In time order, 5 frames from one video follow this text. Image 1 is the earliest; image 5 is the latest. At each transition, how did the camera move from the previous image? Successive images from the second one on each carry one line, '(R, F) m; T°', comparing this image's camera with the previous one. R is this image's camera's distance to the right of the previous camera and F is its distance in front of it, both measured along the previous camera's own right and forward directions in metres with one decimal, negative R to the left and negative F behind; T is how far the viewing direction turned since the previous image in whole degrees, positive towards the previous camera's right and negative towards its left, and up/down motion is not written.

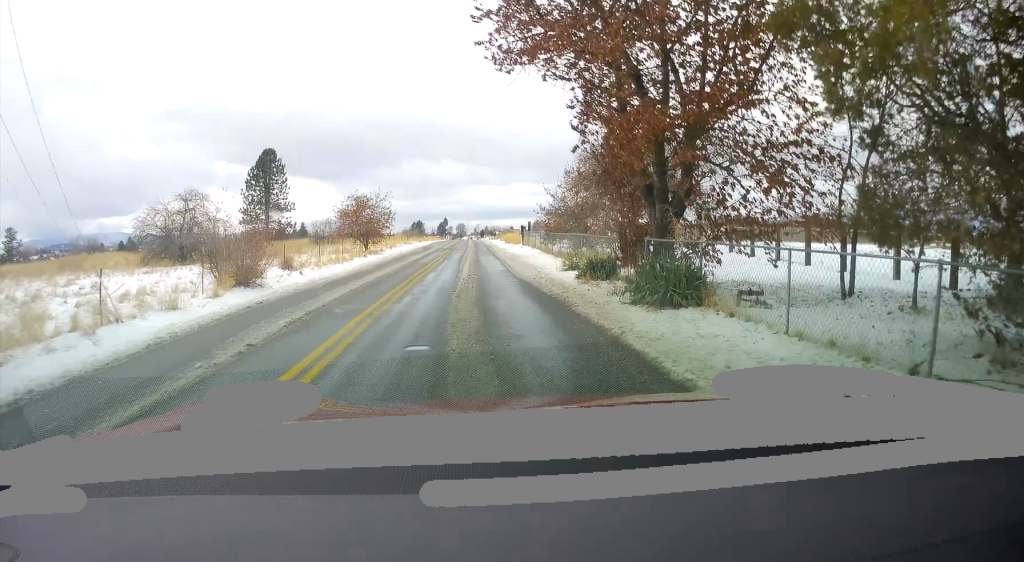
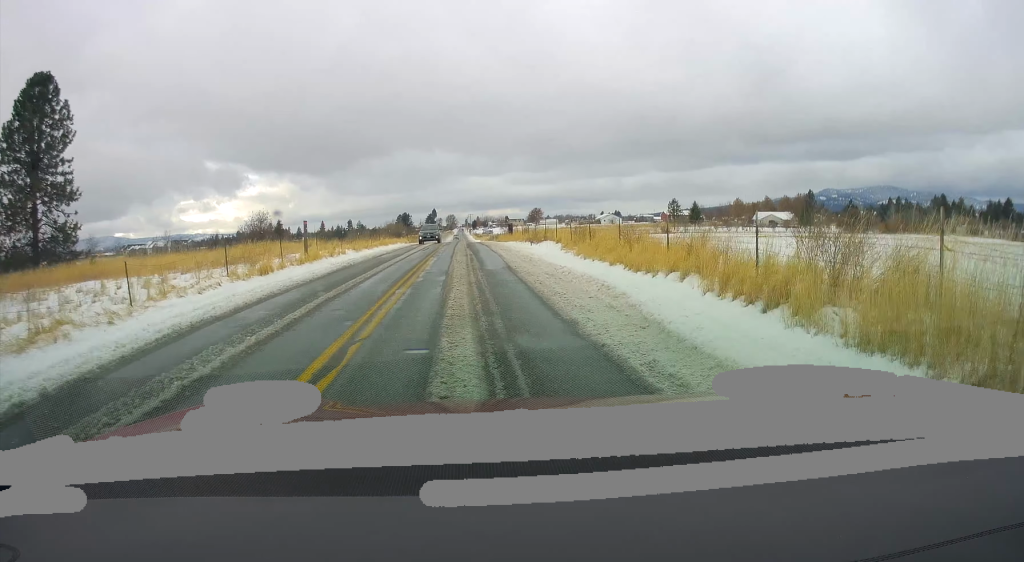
(-1.3, +60.2) m; -5°
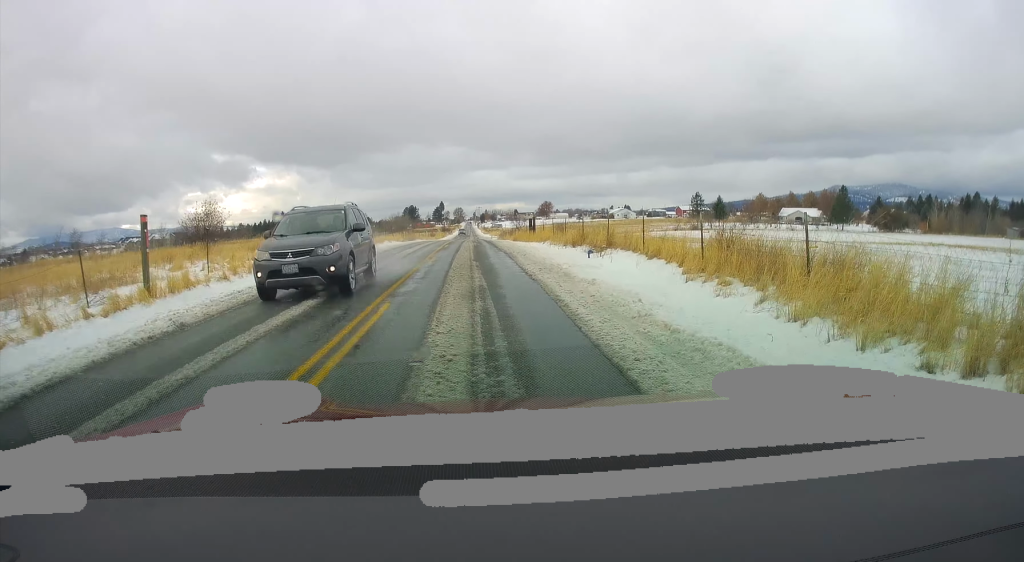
(-0.5, +19.1) m; 0°
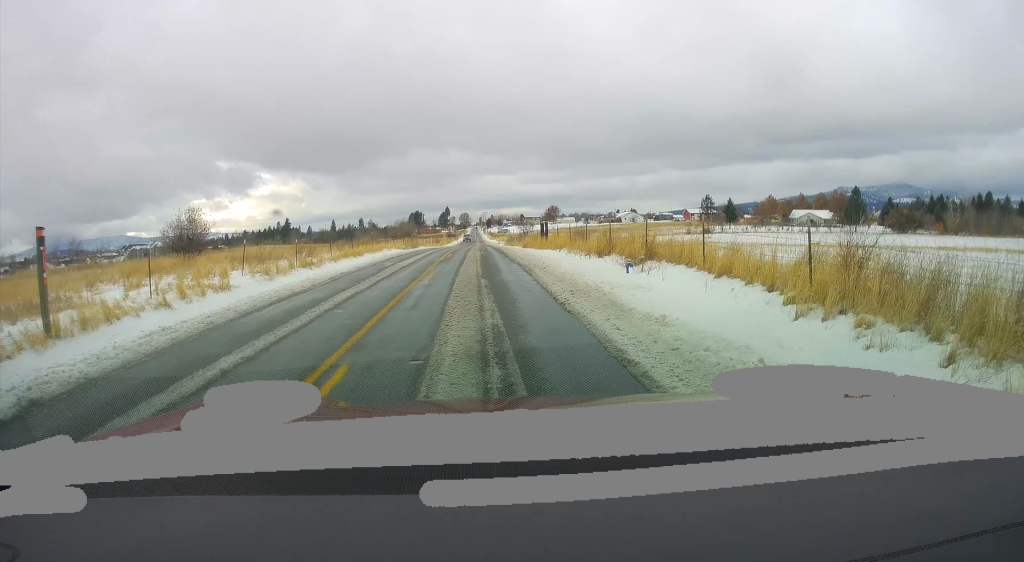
(+0.2, +7.5) m; +2°
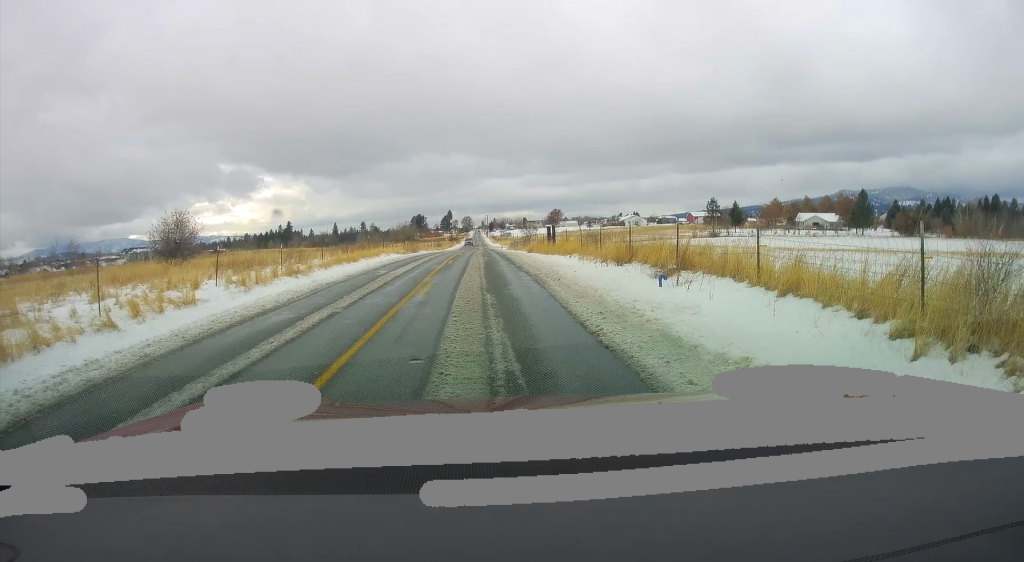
(+0.2, +4.5) m; +1°
